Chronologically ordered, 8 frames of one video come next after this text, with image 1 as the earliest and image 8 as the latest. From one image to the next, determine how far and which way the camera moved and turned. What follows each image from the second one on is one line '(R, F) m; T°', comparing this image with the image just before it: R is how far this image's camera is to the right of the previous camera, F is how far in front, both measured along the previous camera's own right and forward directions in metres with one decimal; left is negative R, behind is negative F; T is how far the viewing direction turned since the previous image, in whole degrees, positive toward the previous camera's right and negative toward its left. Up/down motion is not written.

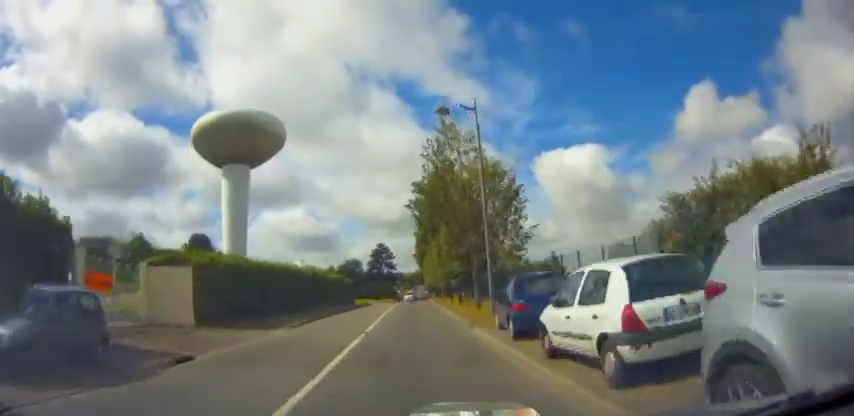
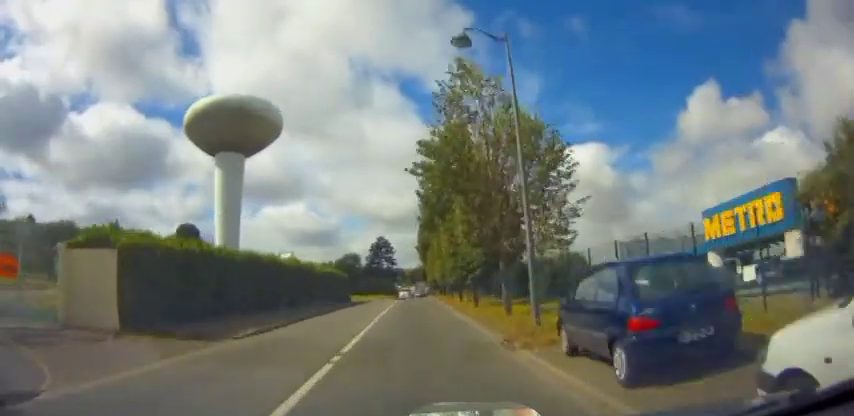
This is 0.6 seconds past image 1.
(0.0, +4.4) m; 0°
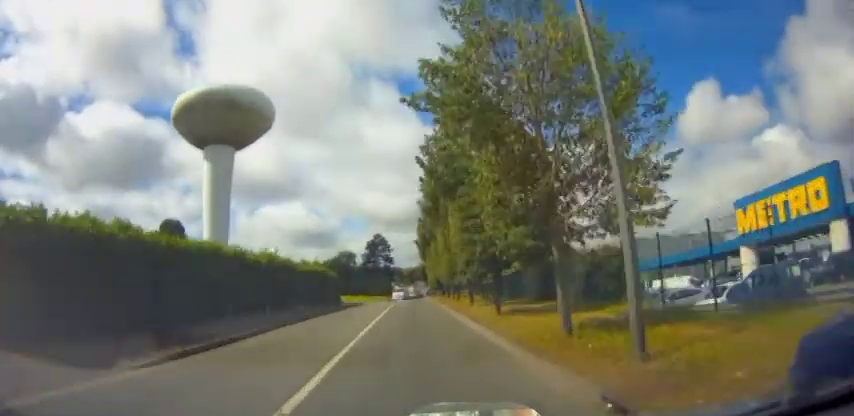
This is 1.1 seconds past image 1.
(0.0, +4.5) m; 0°
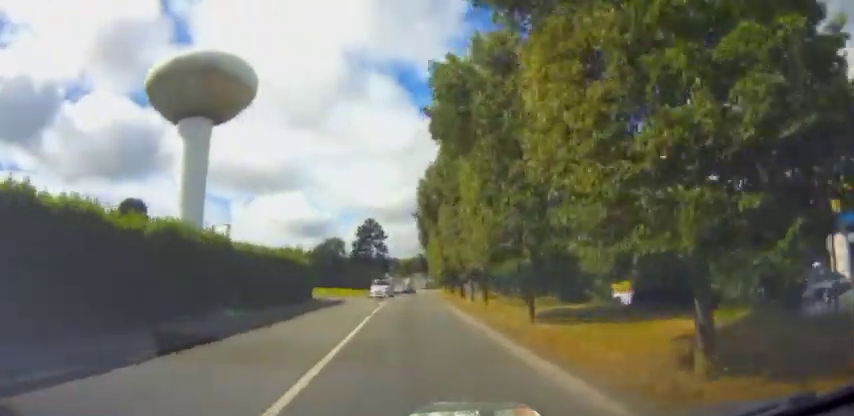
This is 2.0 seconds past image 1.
(0.0, +9.7) m; +1°
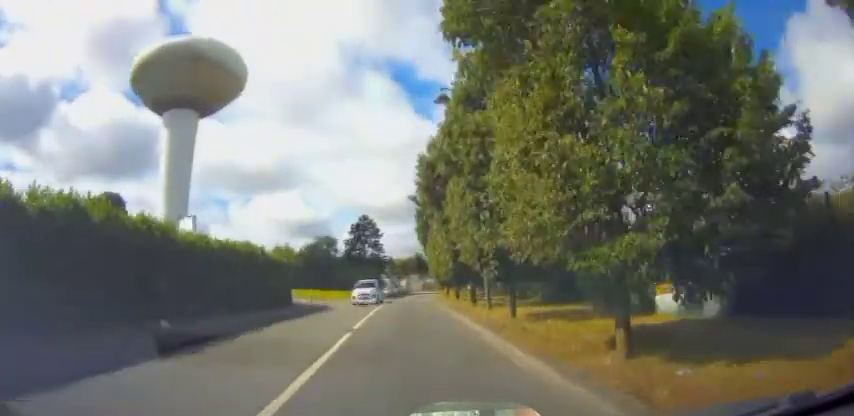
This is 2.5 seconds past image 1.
(0.0, +4.6) m; +1°
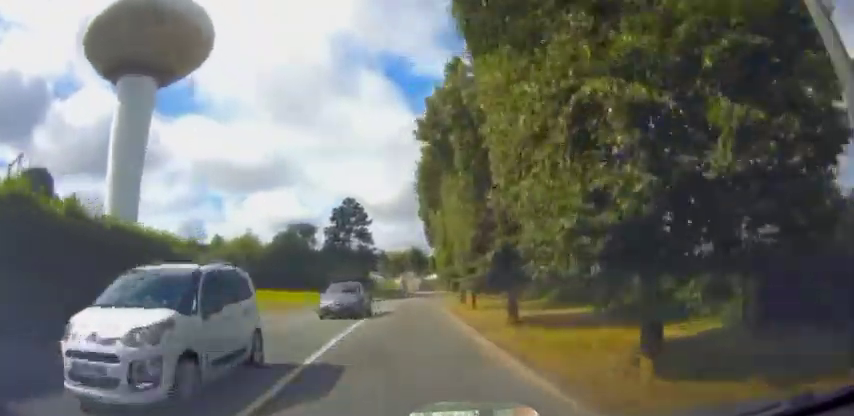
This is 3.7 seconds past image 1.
(+0.4, +14.5) m; 0°
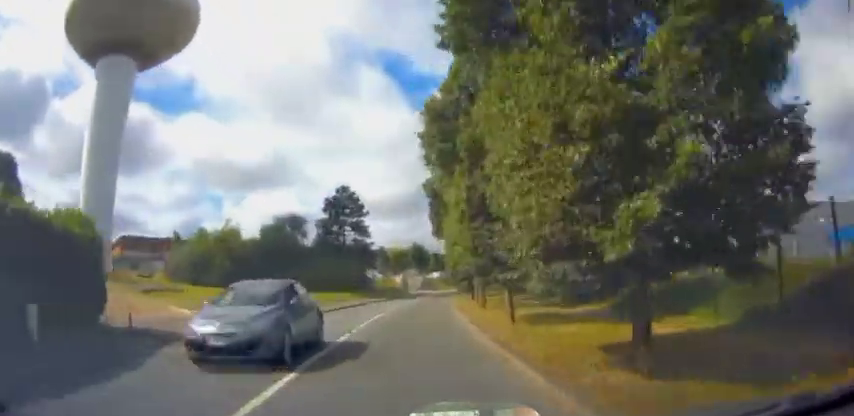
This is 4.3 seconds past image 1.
(-0.2, +6.6) m; -1°
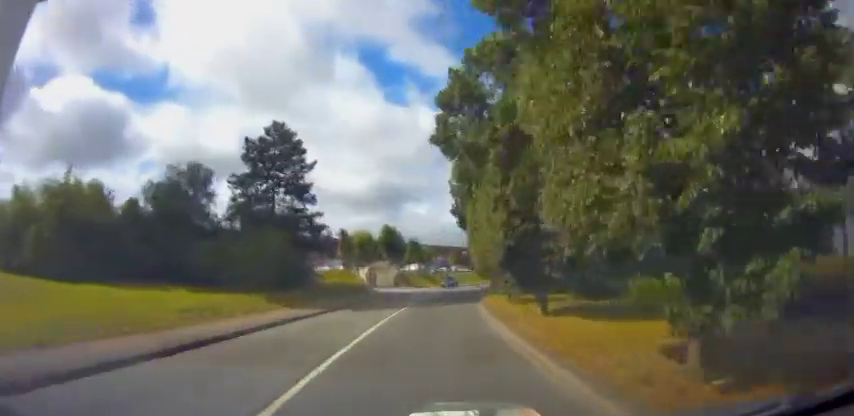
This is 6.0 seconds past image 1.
(0.0, +21.0) m; +3°
